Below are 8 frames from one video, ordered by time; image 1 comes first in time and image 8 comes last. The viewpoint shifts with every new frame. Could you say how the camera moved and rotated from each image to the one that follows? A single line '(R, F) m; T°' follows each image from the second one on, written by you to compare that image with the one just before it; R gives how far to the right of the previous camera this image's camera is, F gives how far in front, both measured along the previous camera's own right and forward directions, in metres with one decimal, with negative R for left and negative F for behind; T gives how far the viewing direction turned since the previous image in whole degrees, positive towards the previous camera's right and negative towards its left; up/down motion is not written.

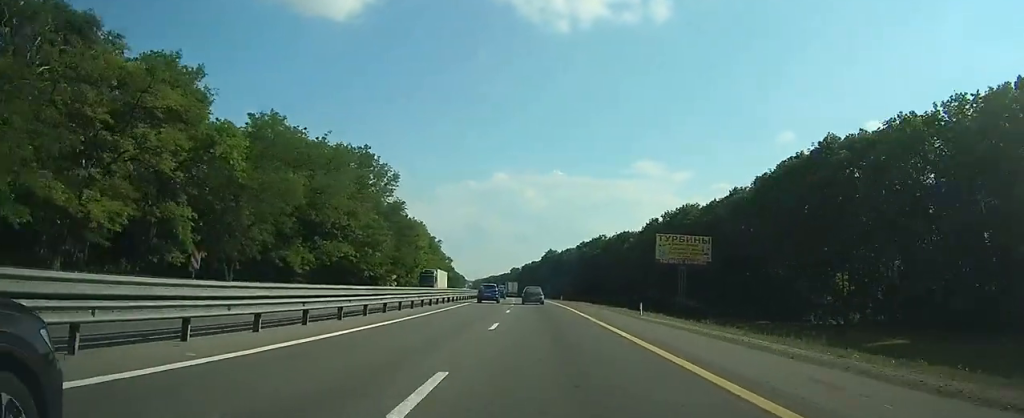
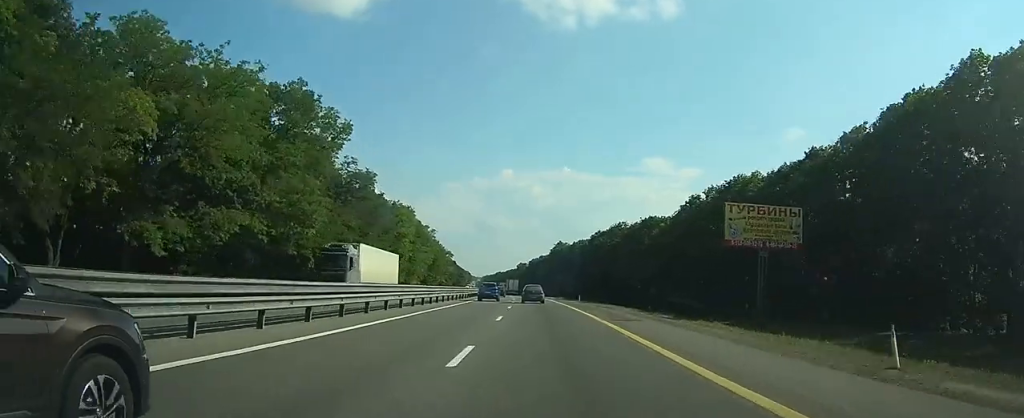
(-0.2, +20.8) m; 0°
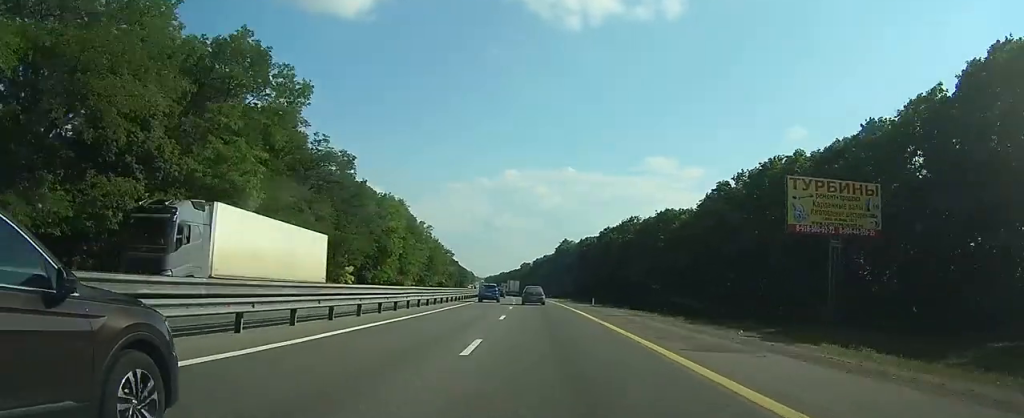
(0.0, +10.1) m; 0°
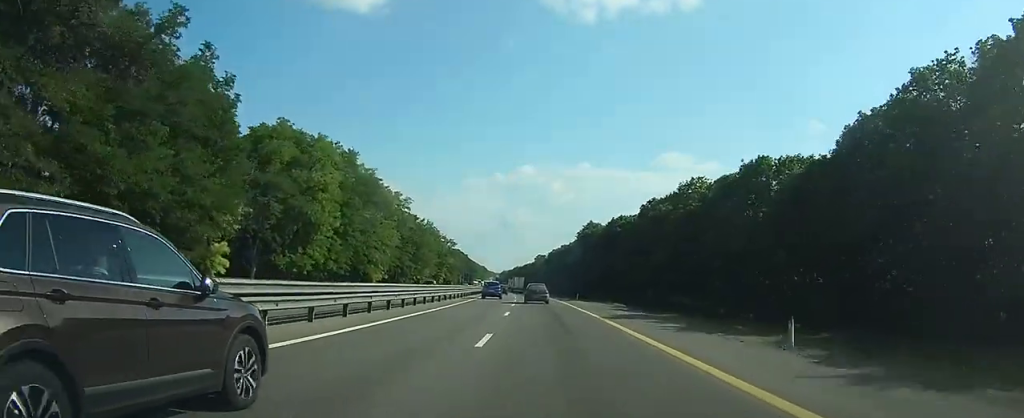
(-0.3, +34.8) m; -1°
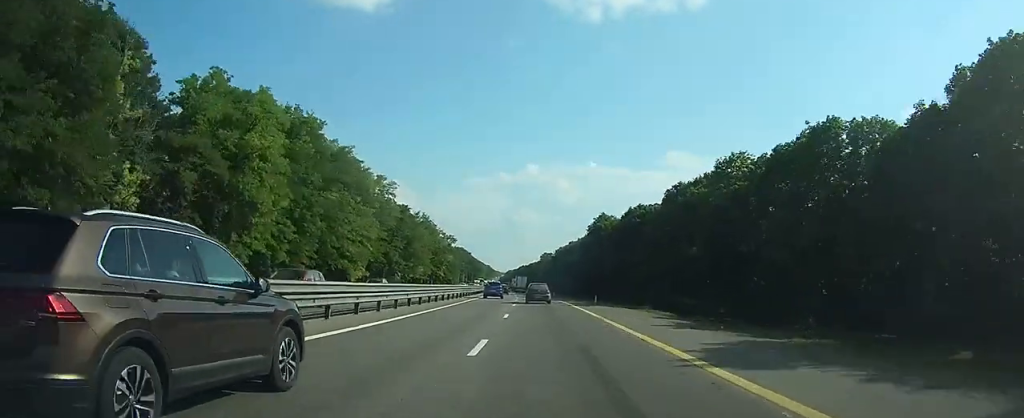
(-0.1, +13.9) m; -1°
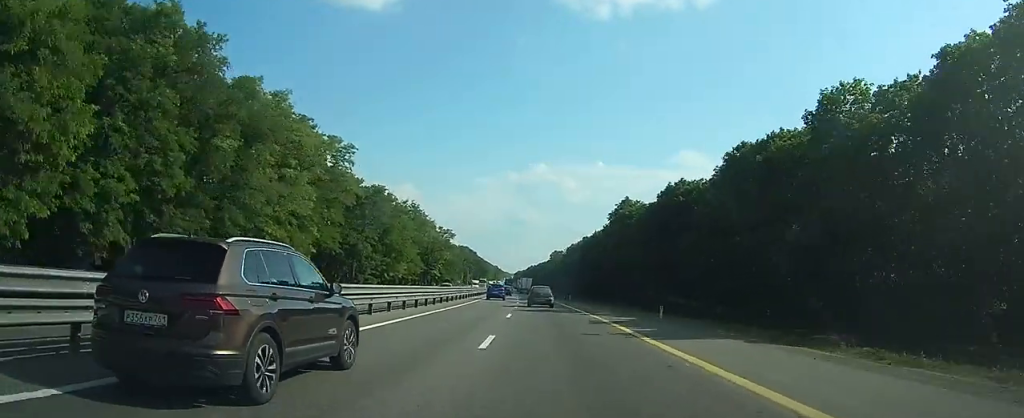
(-0.3, +22.7) m; -1°
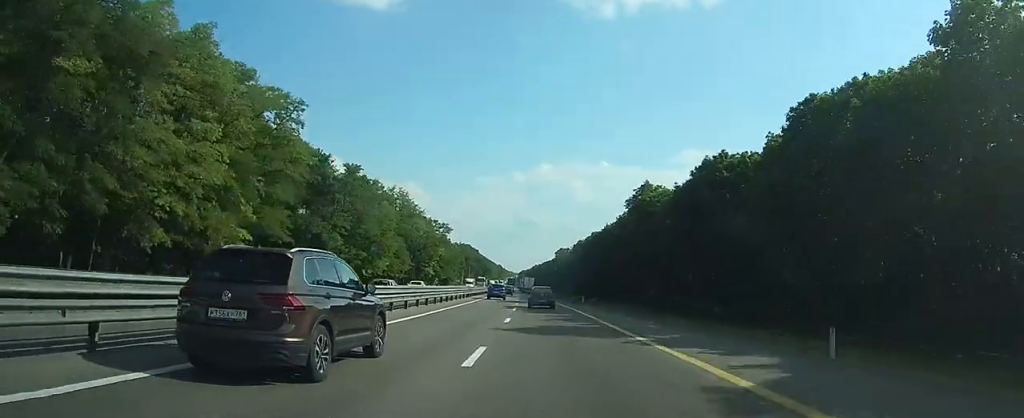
(-0.1, +14.7) m; -1°
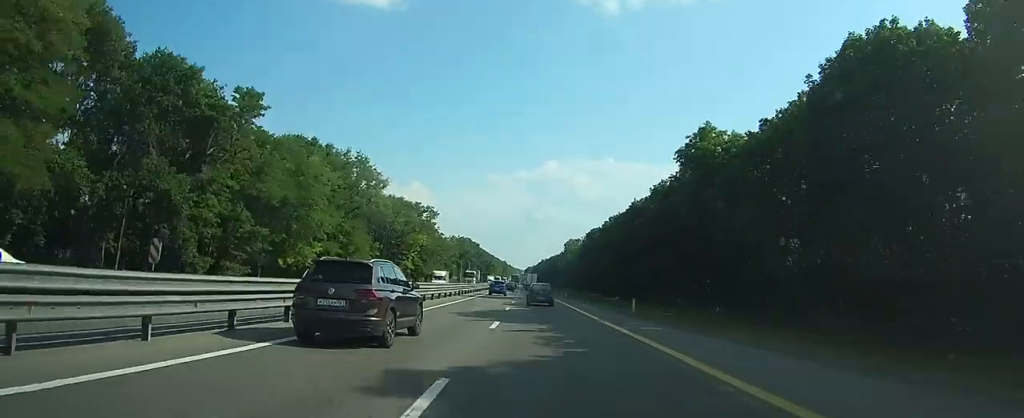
(-0.3, +28.7) m; -1°
